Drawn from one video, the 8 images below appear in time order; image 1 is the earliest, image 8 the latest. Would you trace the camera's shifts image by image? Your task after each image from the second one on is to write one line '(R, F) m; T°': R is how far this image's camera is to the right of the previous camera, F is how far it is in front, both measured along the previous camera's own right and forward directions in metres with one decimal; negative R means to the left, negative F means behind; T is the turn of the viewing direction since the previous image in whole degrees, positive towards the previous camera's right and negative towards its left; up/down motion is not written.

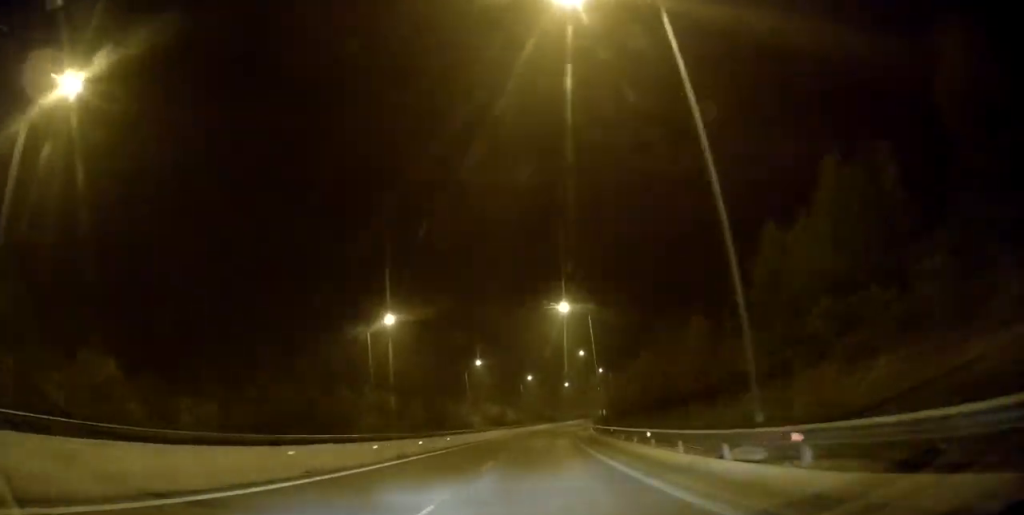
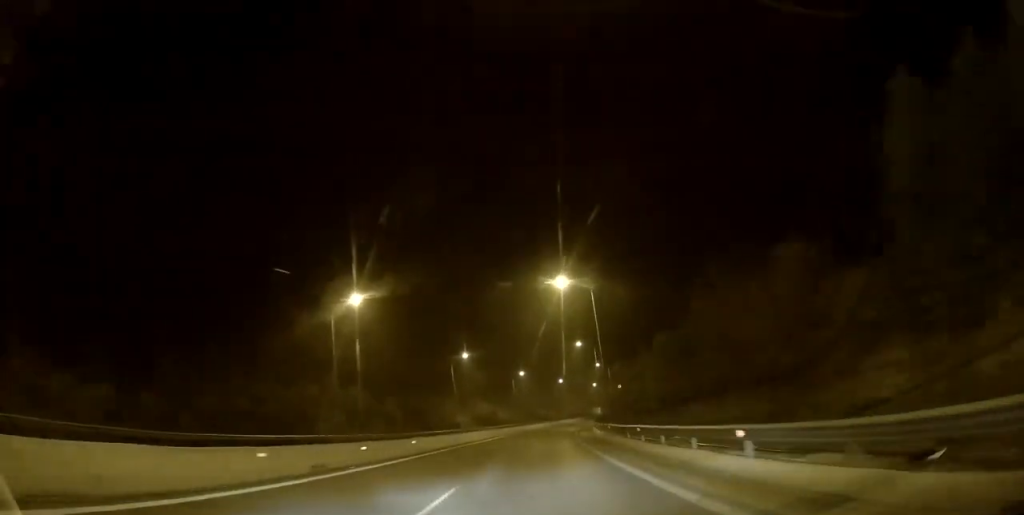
(-0.1, +9.6) m; +1°
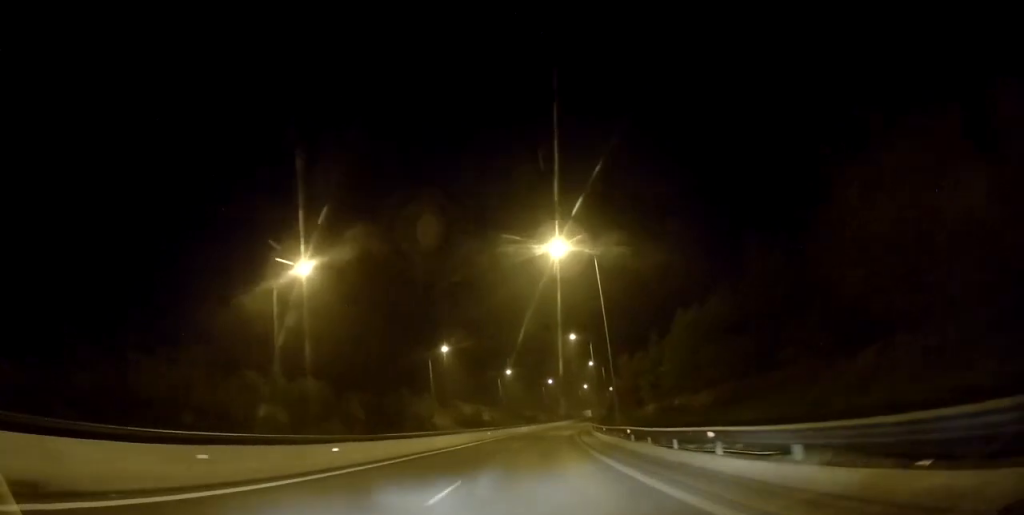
(-0.1, +10.4) m; +1°
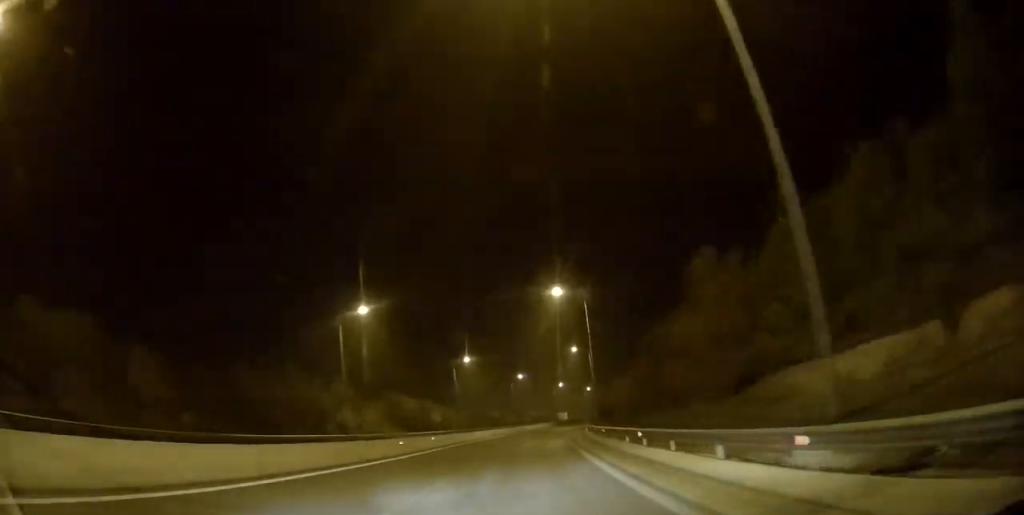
(+1.1, +29.5) m; +3°
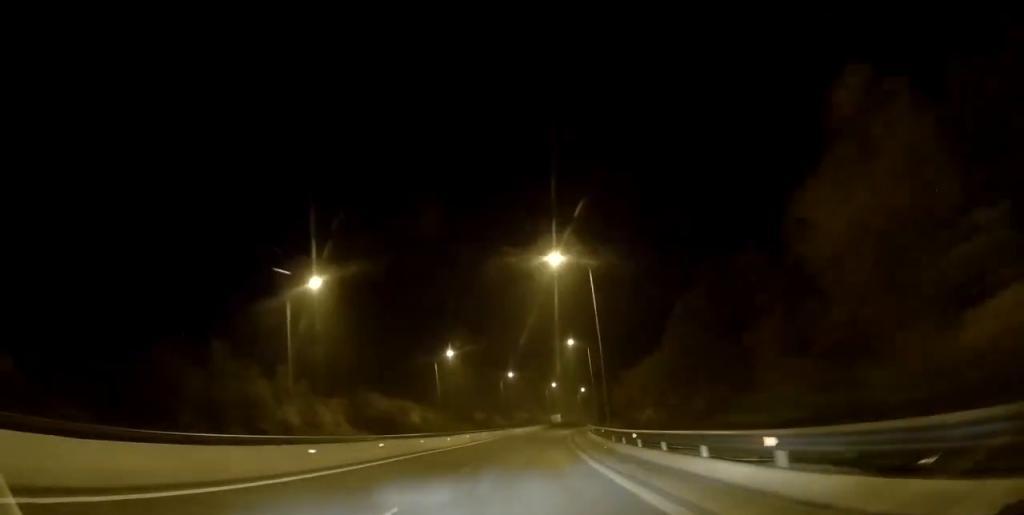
(0.0, +11.1) m; +1°
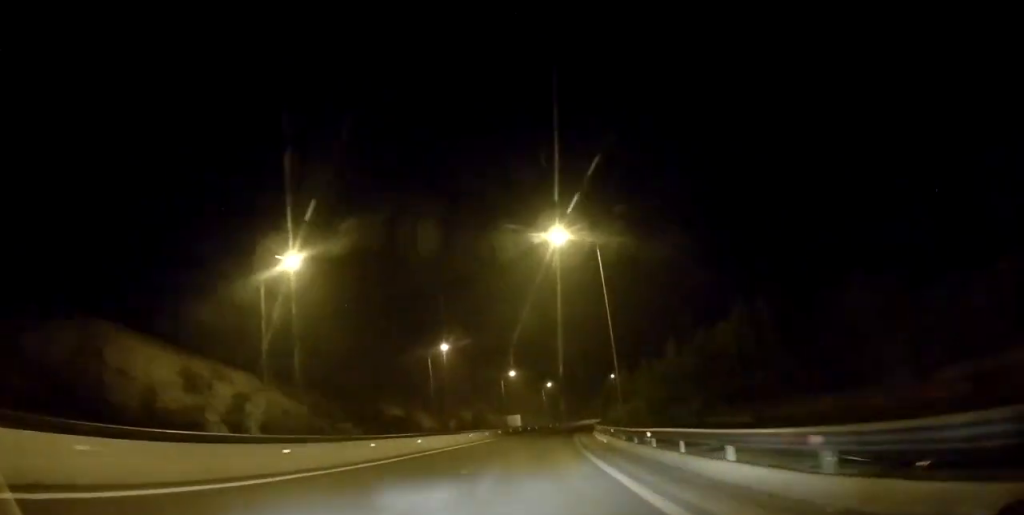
(+1.6, +50.1) m; +5°
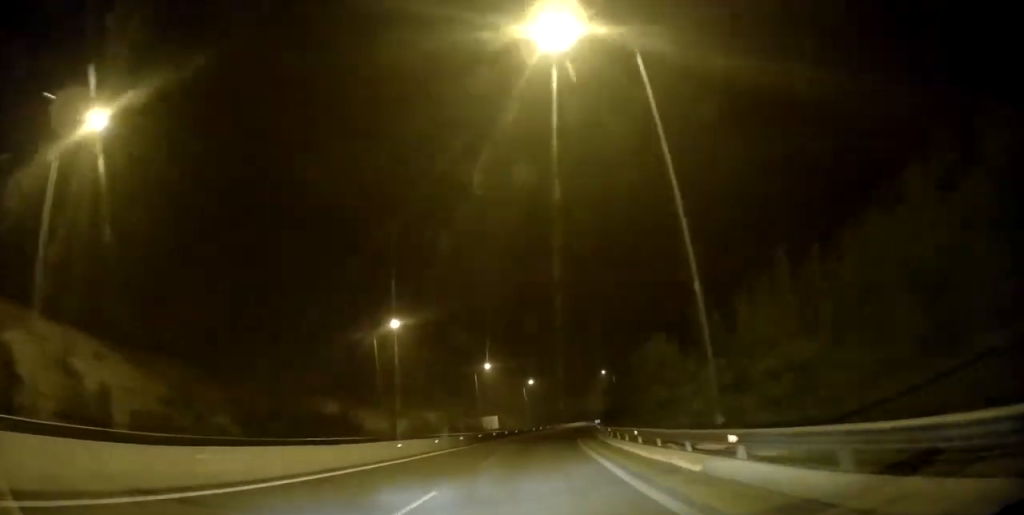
(+0.7, +20.4) m; +2°
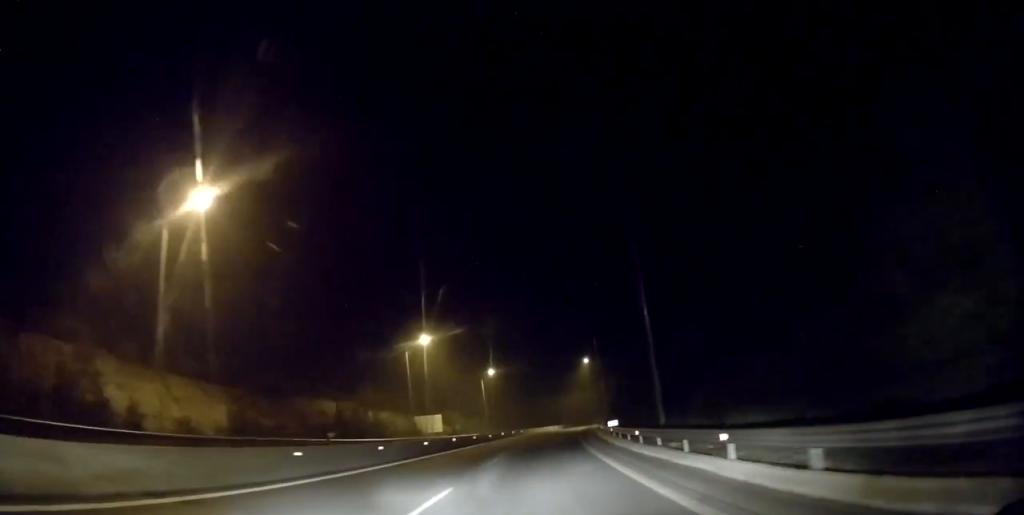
(+0.5, +35.2) m; +2°
